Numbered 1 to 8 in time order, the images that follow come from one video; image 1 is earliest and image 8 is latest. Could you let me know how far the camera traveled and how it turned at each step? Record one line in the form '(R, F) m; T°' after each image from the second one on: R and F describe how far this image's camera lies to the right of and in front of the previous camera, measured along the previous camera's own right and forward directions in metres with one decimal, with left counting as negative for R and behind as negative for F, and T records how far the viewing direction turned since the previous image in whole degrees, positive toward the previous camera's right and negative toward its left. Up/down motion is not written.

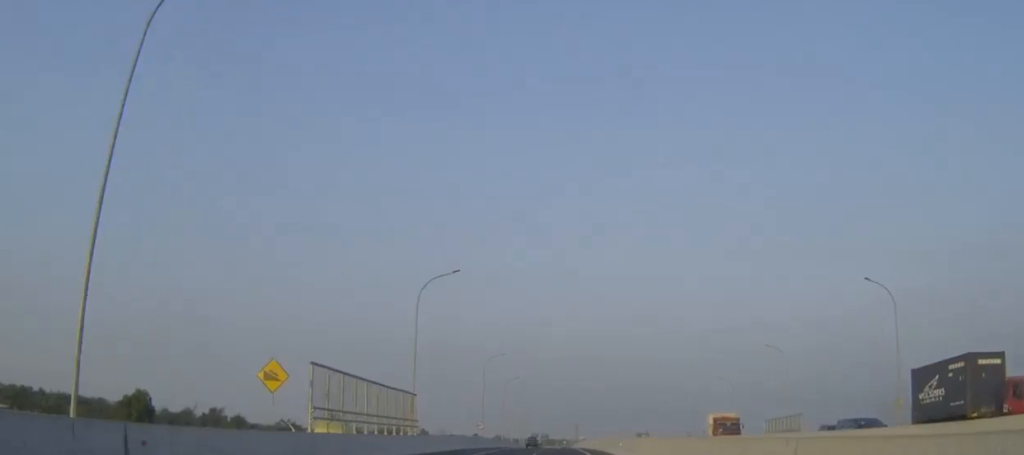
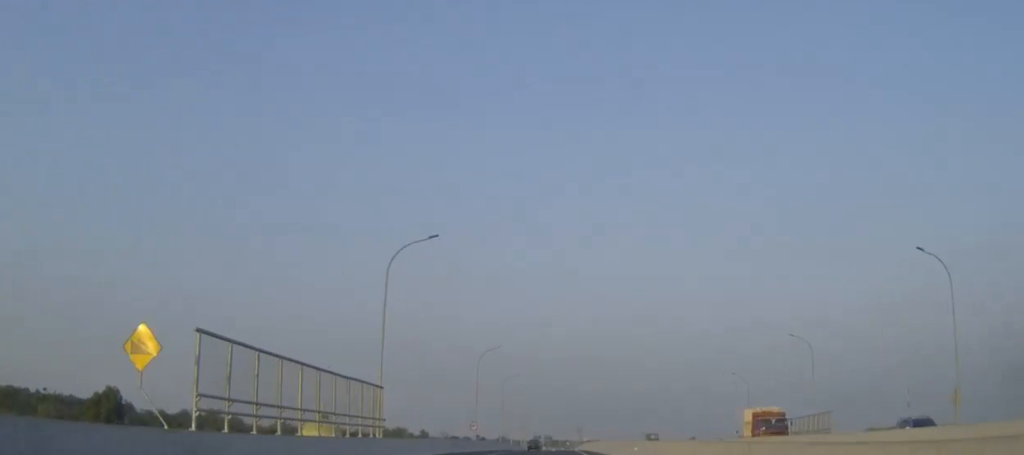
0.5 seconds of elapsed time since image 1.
(0.0, +9.0) m; 0°
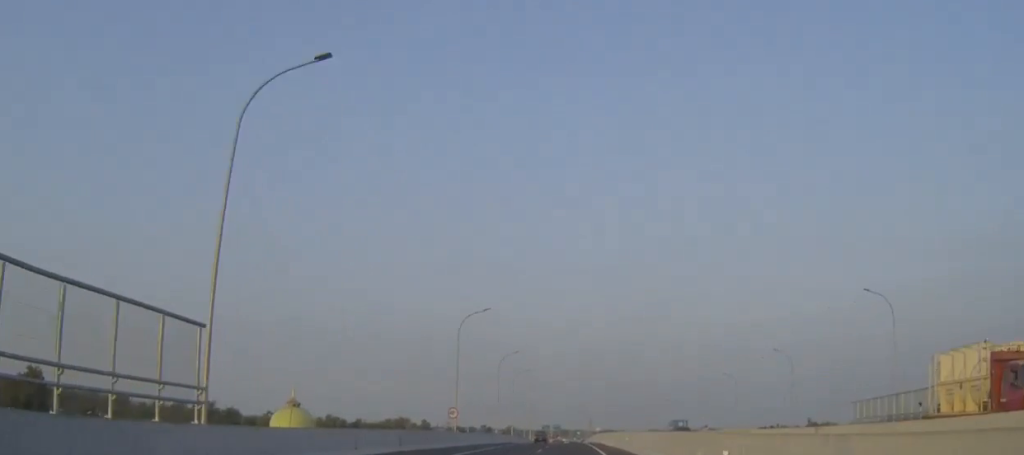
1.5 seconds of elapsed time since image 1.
(0.0, +20.2) m; -1°
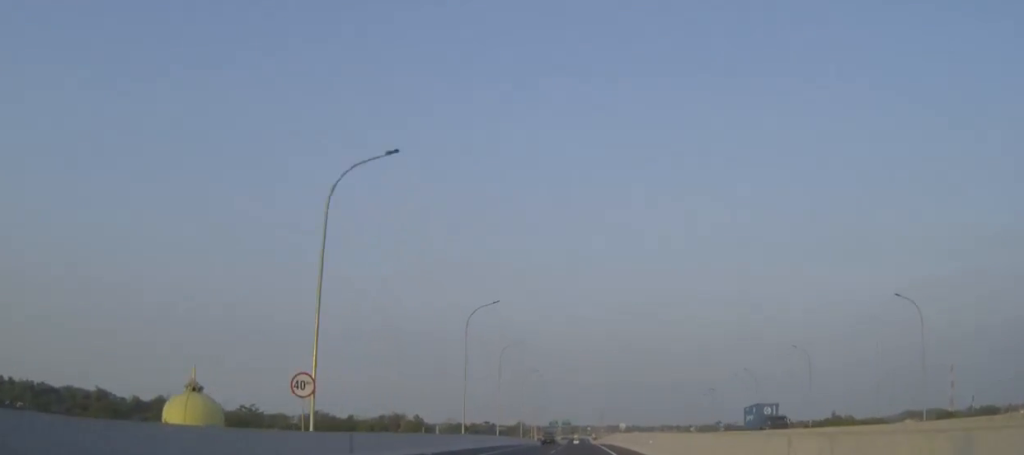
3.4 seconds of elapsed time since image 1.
(-0.5, +36.6) m; -1°
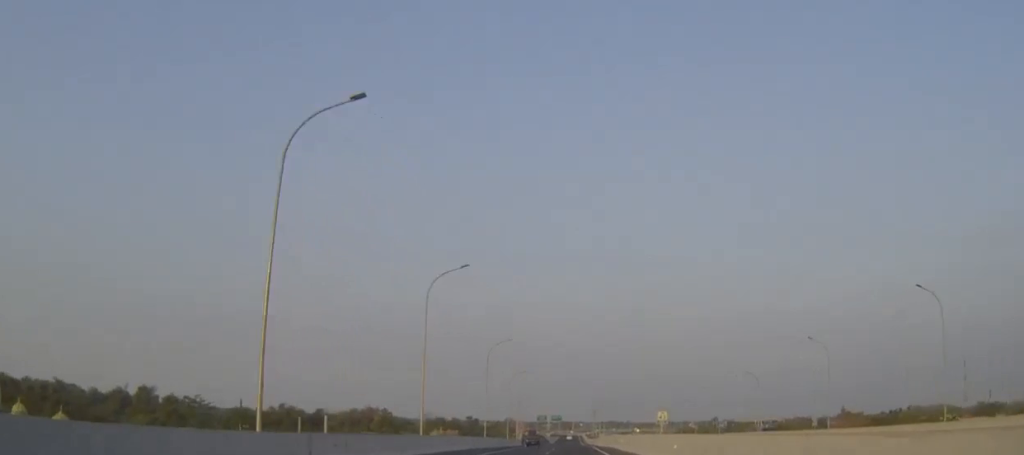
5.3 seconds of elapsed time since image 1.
(0.0, +39.5) m; 0°
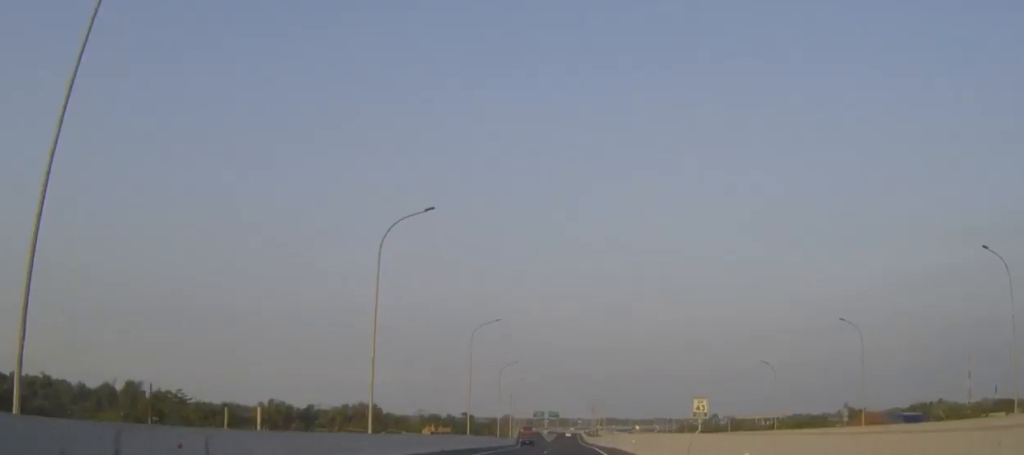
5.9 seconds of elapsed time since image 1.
(0.0, +11.6) m; 0°
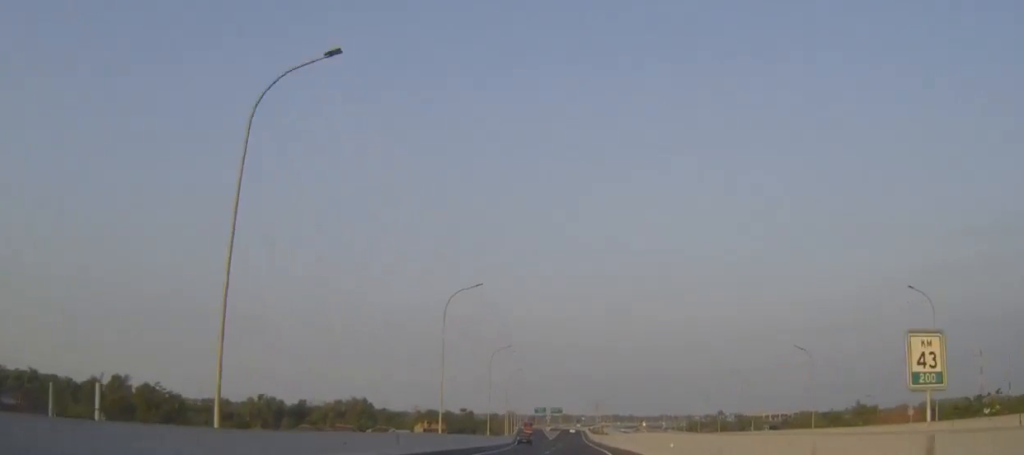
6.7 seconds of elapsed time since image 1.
(0.0, +16.4) m; 0°
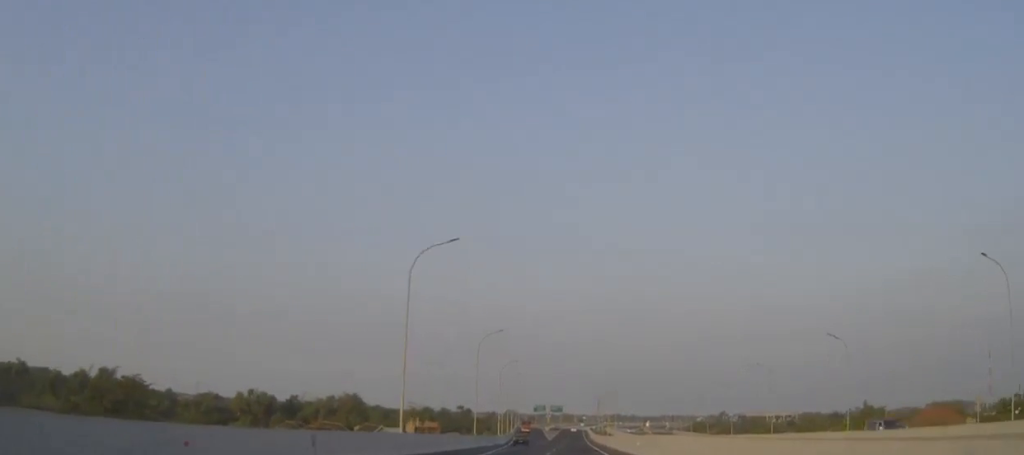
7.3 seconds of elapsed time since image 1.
(0.0, +12.3) m; 0°
